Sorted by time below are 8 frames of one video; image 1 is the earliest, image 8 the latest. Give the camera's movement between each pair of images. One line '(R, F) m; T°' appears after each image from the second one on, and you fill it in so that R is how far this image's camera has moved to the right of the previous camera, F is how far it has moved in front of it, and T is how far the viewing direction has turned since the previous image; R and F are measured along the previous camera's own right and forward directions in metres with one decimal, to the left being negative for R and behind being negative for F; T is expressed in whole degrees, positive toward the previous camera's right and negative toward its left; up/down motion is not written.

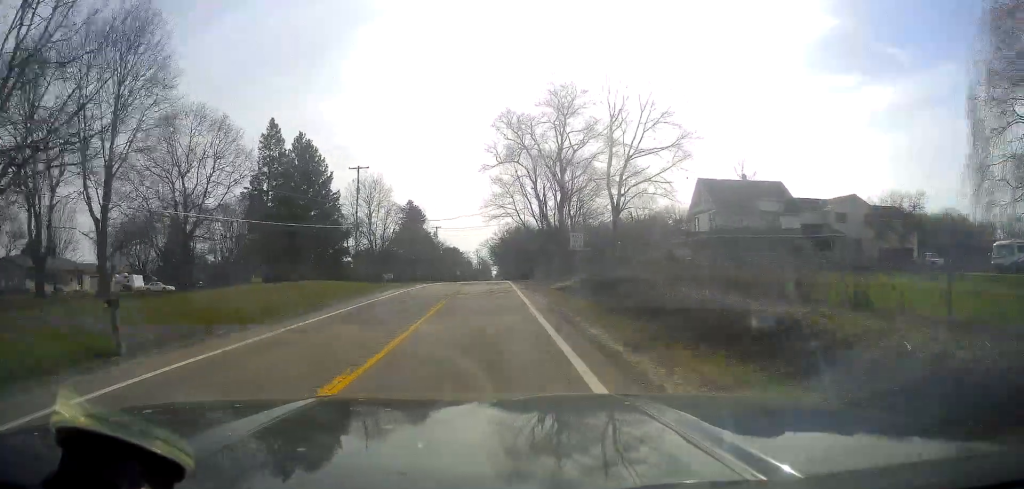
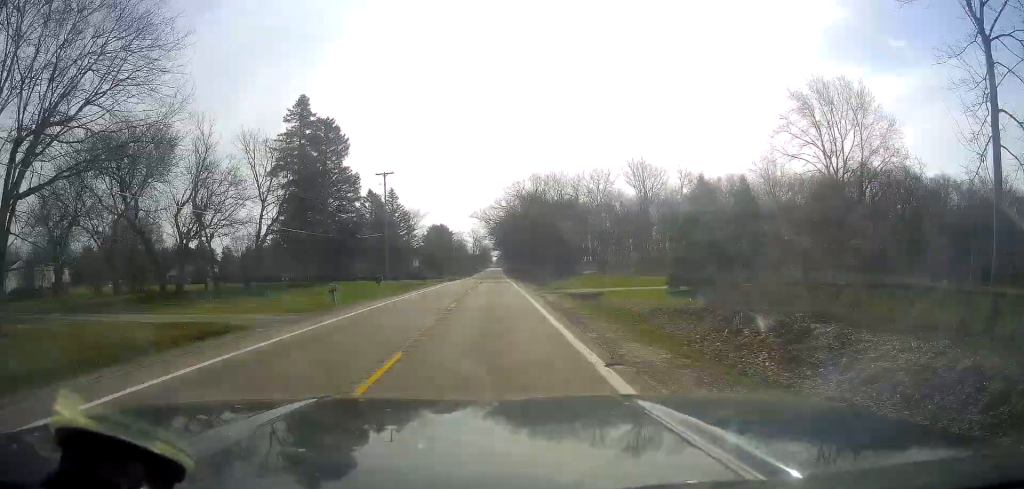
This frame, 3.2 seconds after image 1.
(+0.9, +73.9) m; +1°
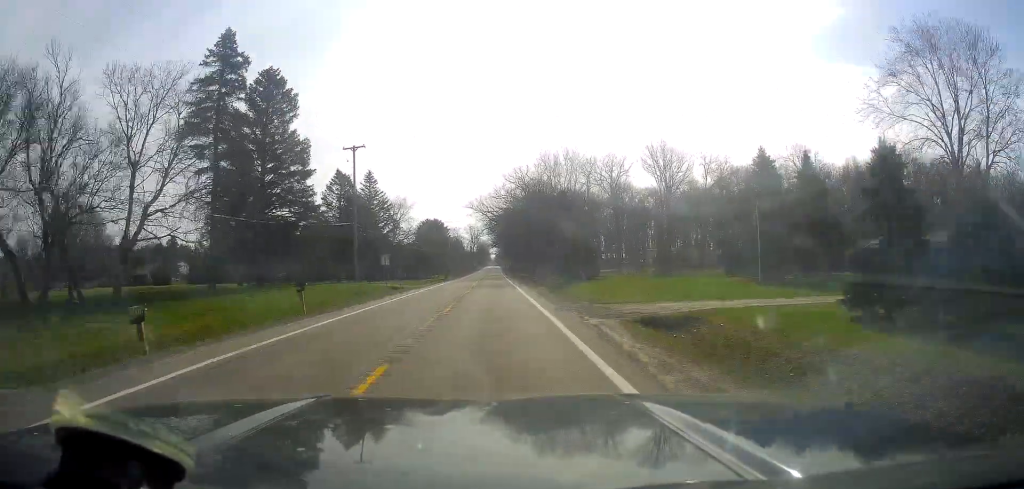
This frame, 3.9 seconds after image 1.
(-0.3, +16.7) m; 0°
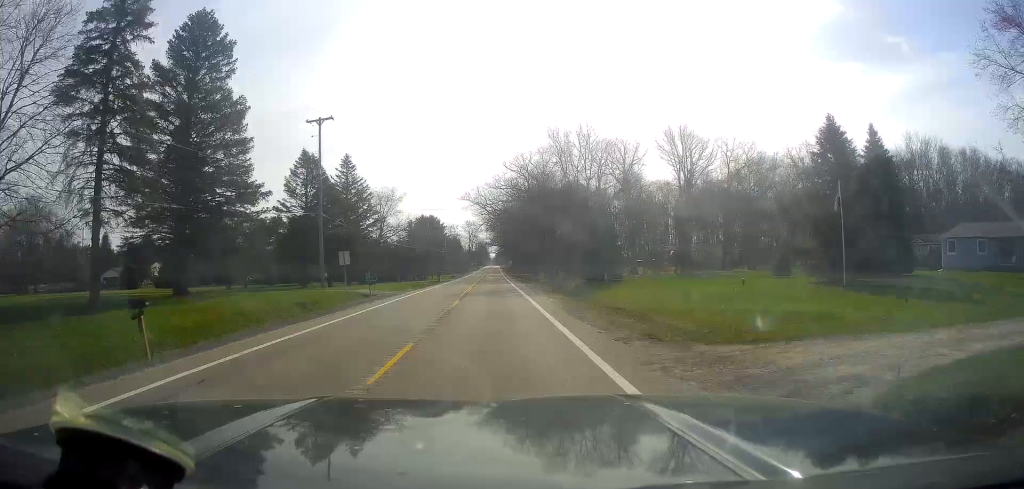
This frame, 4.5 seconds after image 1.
(+0.3, +12.3) m; 0°
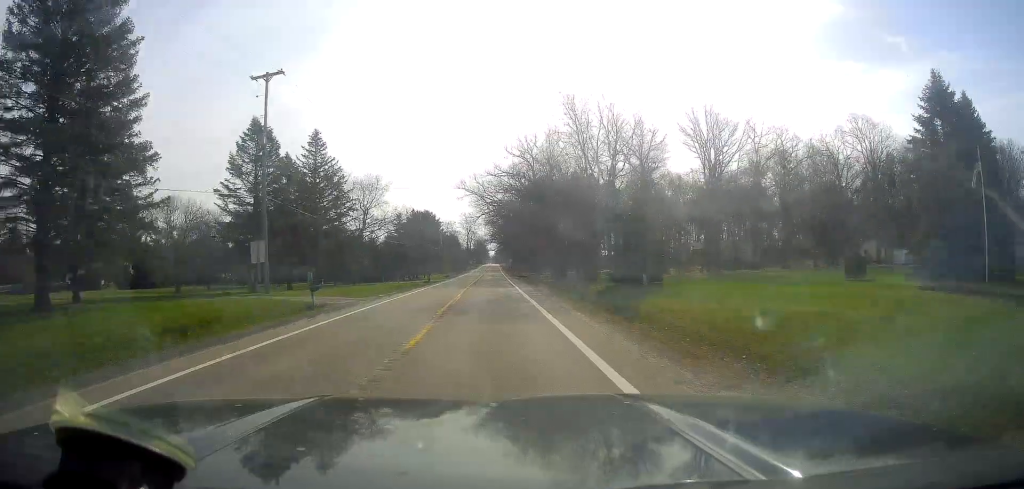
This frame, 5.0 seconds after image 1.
(+0.1, +12.4) m; 0°
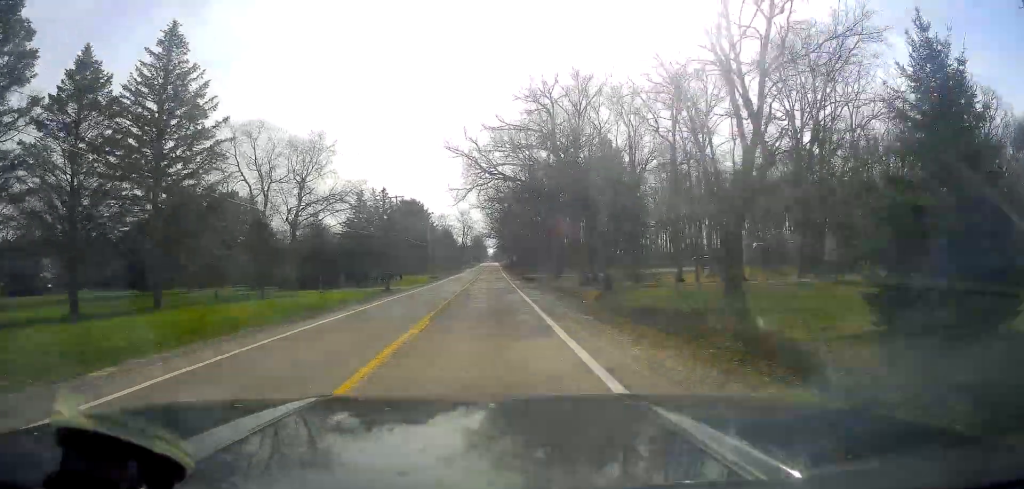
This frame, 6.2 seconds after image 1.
(-0.6, +28.5) m; -1°
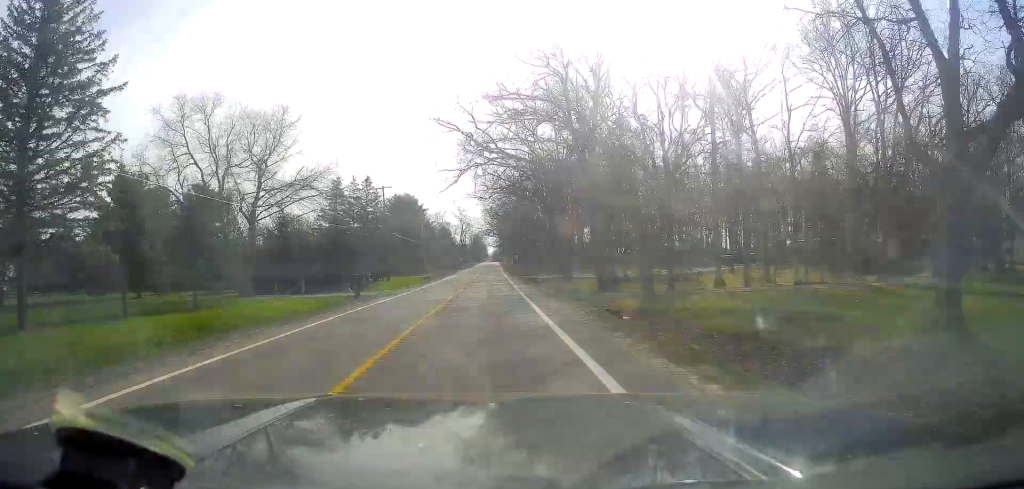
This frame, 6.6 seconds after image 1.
(0.0, +10.4) m; 0°
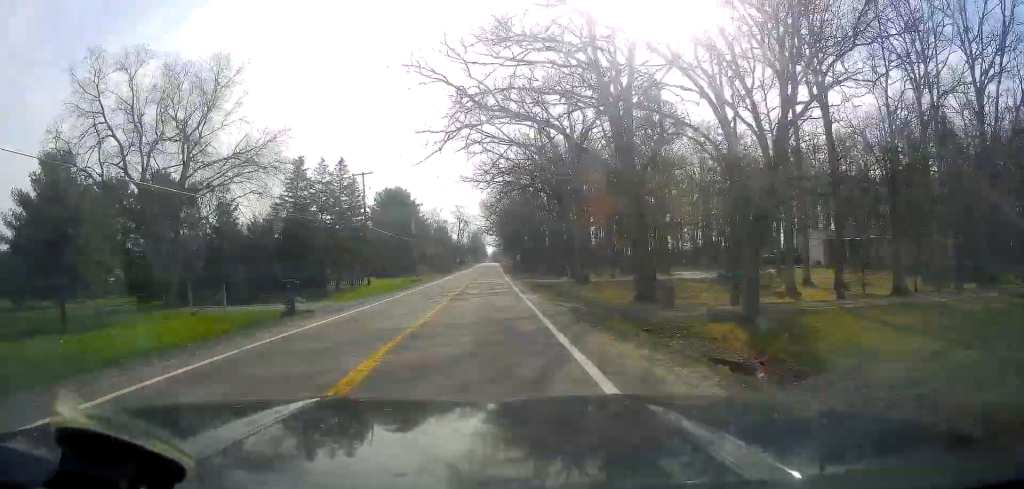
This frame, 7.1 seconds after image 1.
(0.0, +12.1) m; 0°
